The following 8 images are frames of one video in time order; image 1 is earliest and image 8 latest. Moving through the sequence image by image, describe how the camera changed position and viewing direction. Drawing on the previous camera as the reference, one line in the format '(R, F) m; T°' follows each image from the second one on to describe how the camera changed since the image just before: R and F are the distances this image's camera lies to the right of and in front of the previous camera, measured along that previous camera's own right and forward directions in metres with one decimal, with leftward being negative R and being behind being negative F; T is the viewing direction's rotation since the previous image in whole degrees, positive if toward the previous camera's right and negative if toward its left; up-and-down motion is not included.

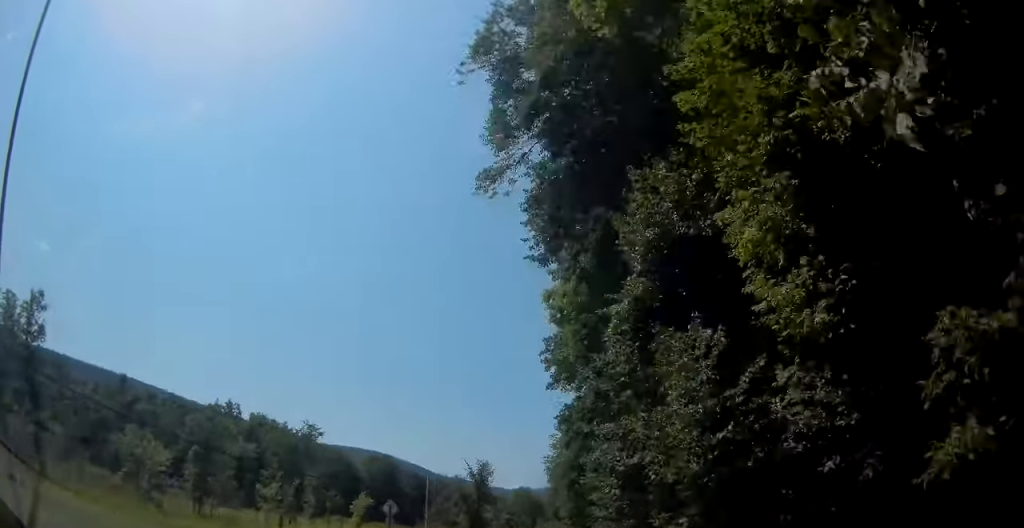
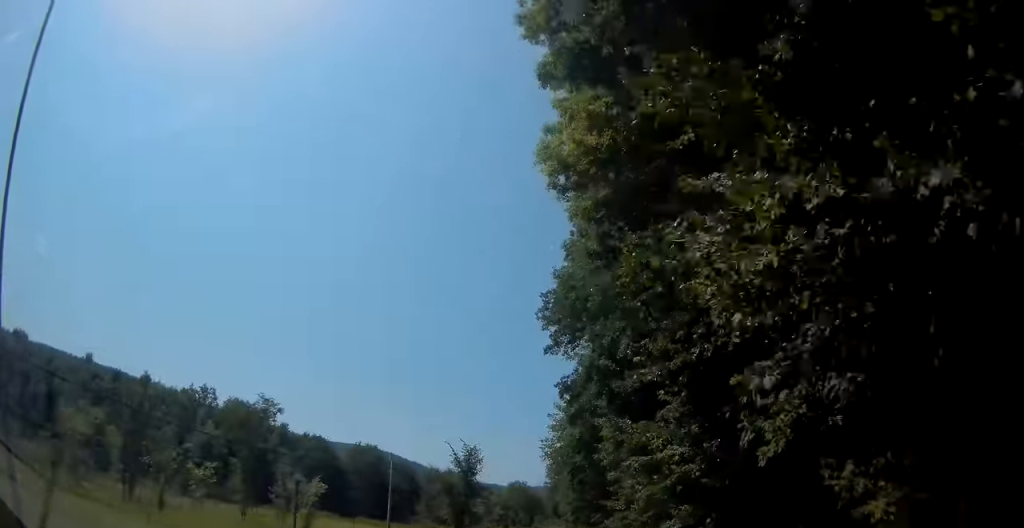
(-0.1, +12.0) m; 0°
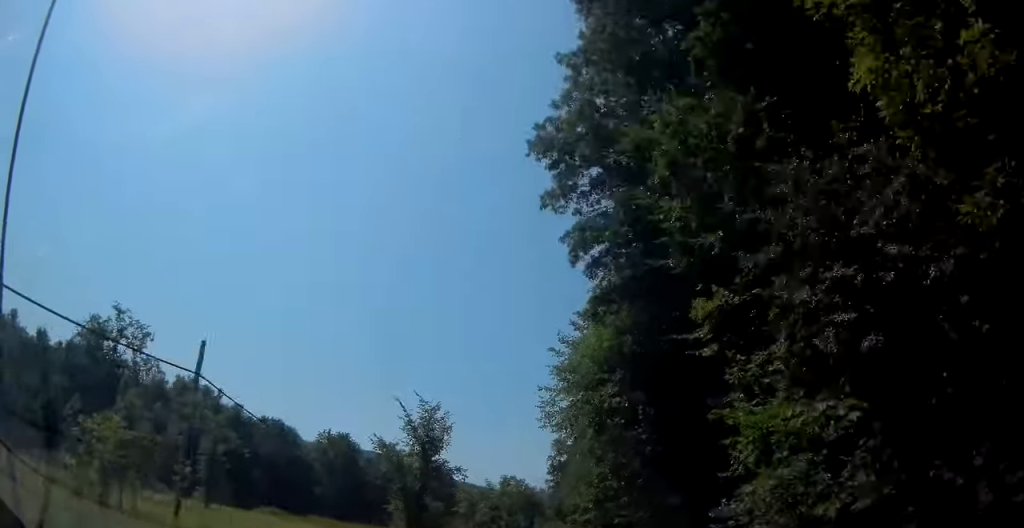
(+0.2, +24.8) m; 0°
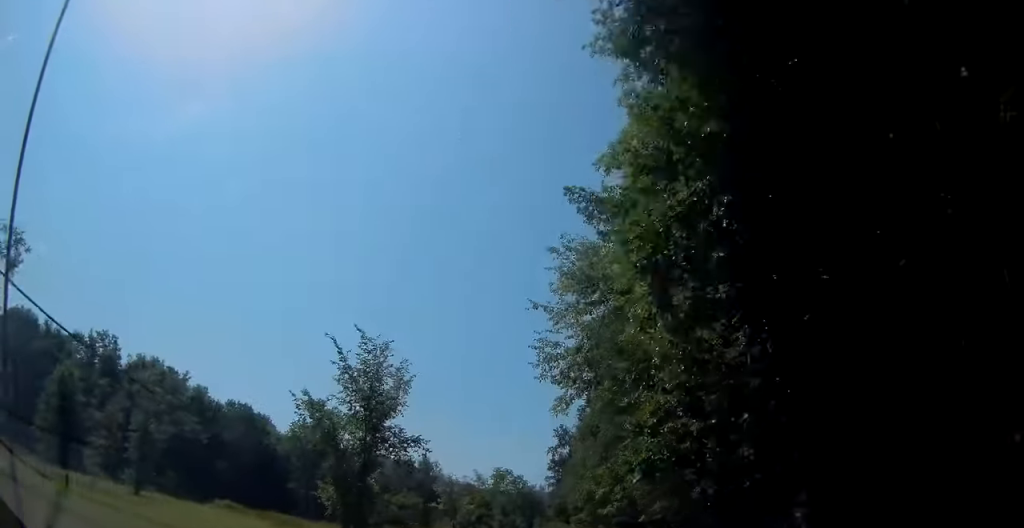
(-0.1, +15.2) m; 0°
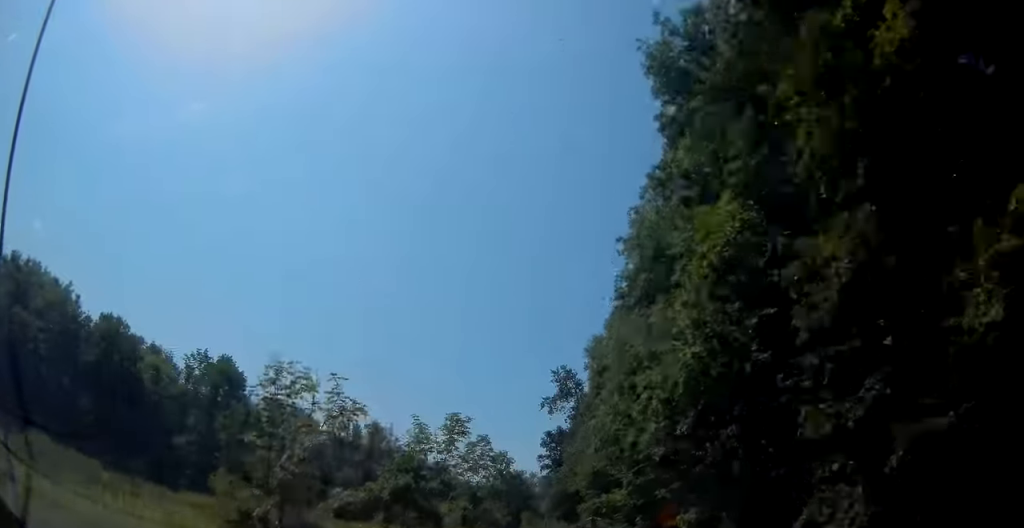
(+0.6, +39.0) m; +1°
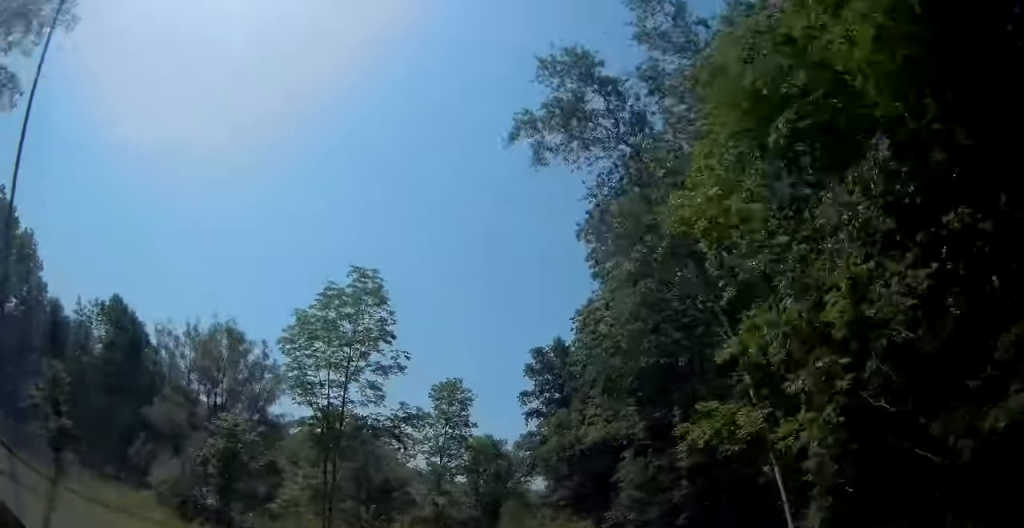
(-0.1, +49.3) m; +1°
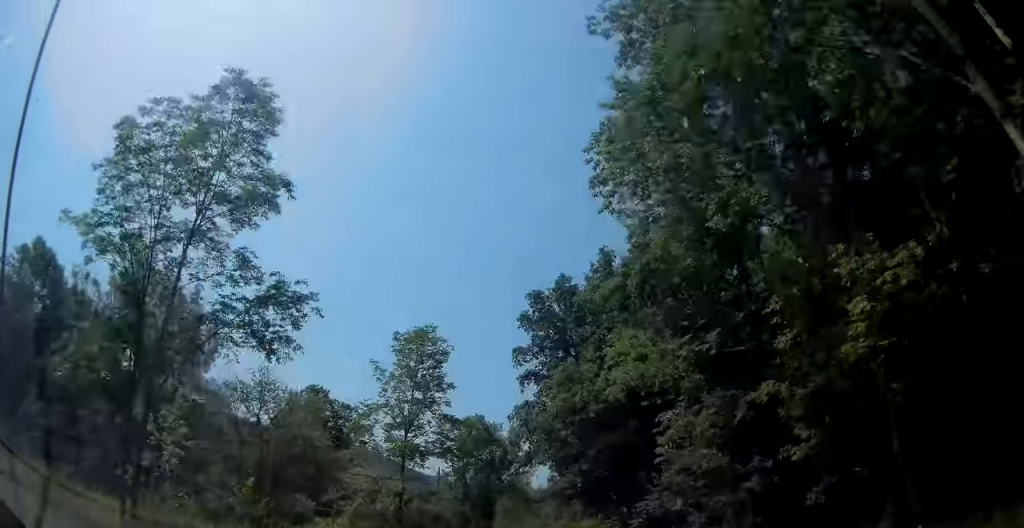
(+0.3, +14.4) m; 0°
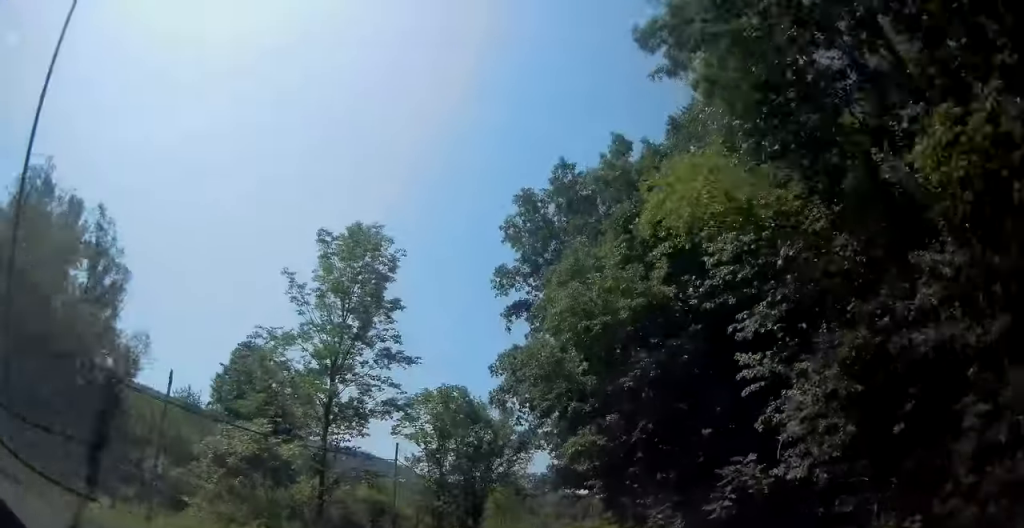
(-0.1, +14.4) m; -1°
